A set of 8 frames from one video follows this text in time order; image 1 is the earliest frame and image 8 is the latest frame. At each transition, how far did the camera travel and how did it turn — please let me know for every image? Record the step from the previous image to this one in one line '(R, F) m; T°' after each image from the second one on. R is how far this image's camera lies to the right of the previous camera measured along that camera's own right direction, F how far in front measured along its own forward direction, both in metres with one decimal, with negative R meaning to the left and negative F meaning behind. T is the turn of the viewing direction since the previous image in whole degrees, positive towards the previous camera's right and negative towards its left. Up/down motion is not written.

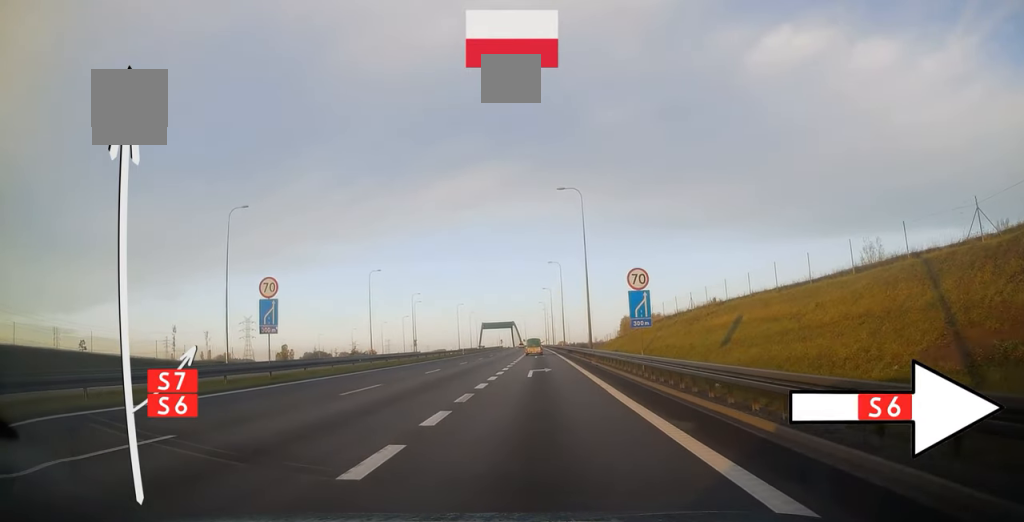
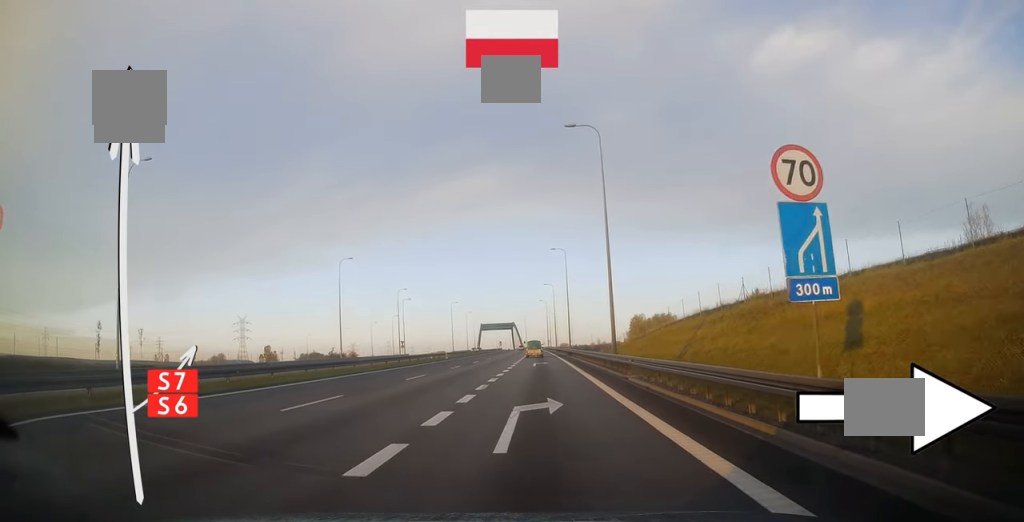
(-0.1, +15.8) m; +1°
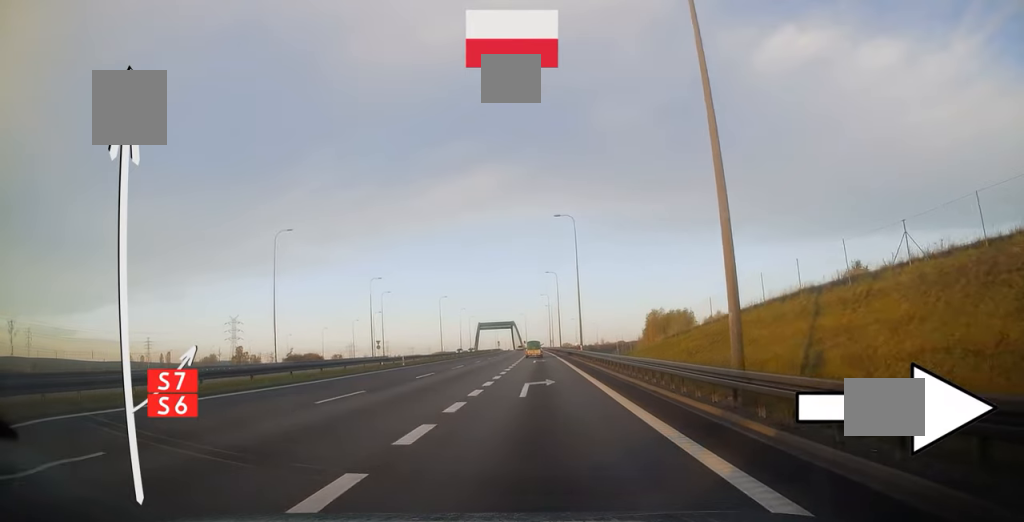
(+0.4, +21.8) m; 0°
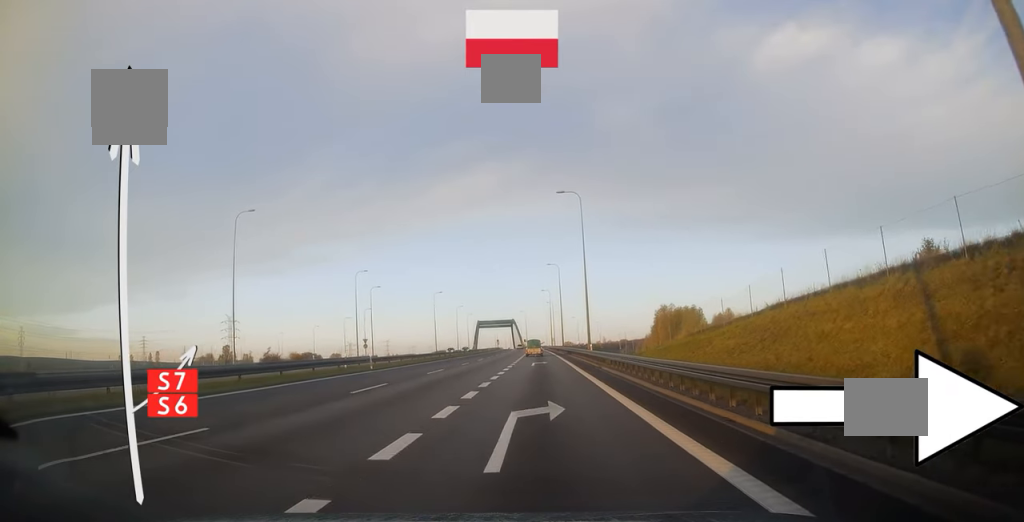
(-0.2, +9.1) m; -1°
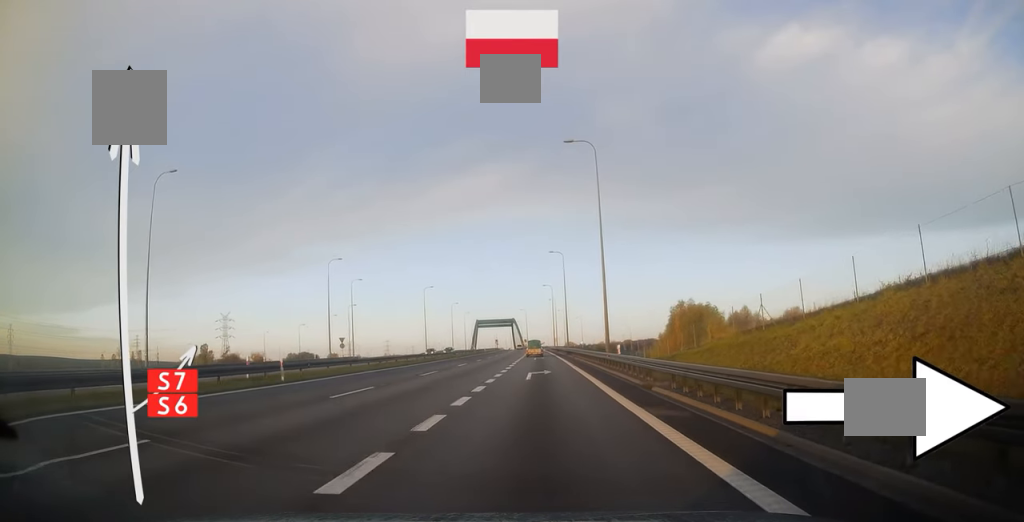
(-0.1, +13.6) m; -1°
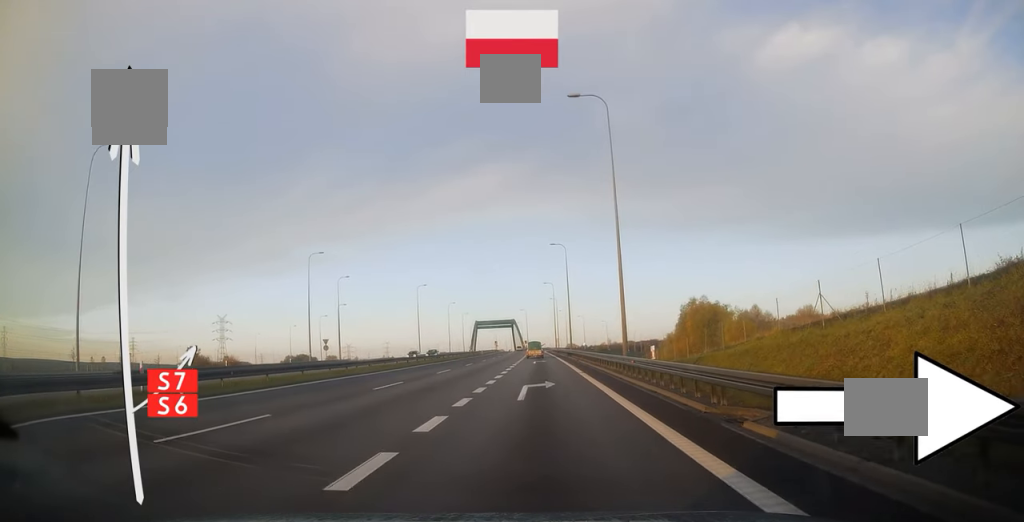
(0.0, +7.7) m; 0°
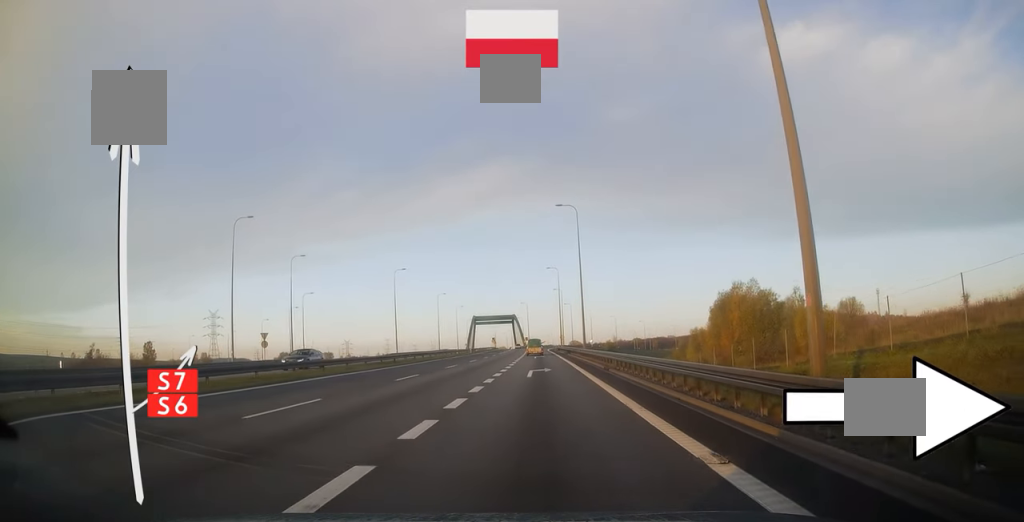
(0.0, +20.9) m; 0°
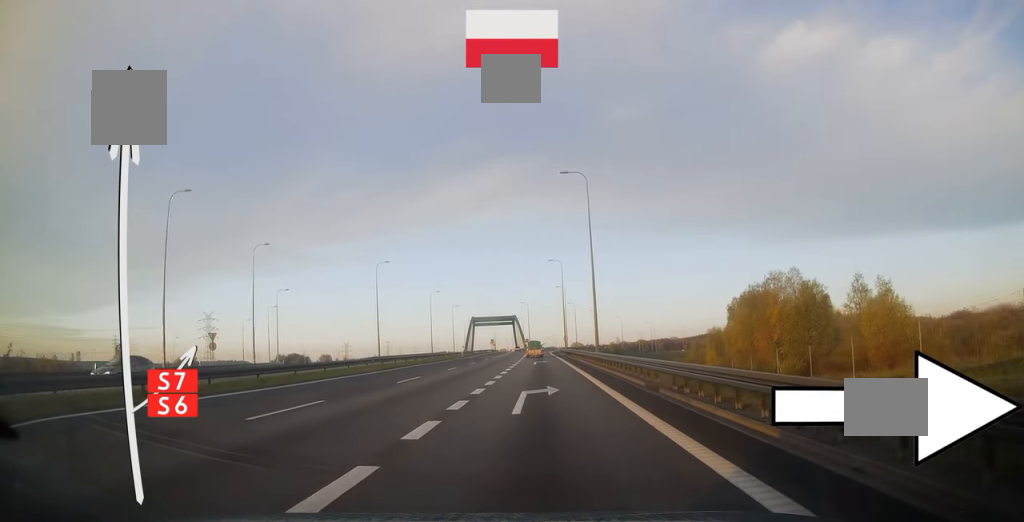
(0.0, +11.8) m; -1°
